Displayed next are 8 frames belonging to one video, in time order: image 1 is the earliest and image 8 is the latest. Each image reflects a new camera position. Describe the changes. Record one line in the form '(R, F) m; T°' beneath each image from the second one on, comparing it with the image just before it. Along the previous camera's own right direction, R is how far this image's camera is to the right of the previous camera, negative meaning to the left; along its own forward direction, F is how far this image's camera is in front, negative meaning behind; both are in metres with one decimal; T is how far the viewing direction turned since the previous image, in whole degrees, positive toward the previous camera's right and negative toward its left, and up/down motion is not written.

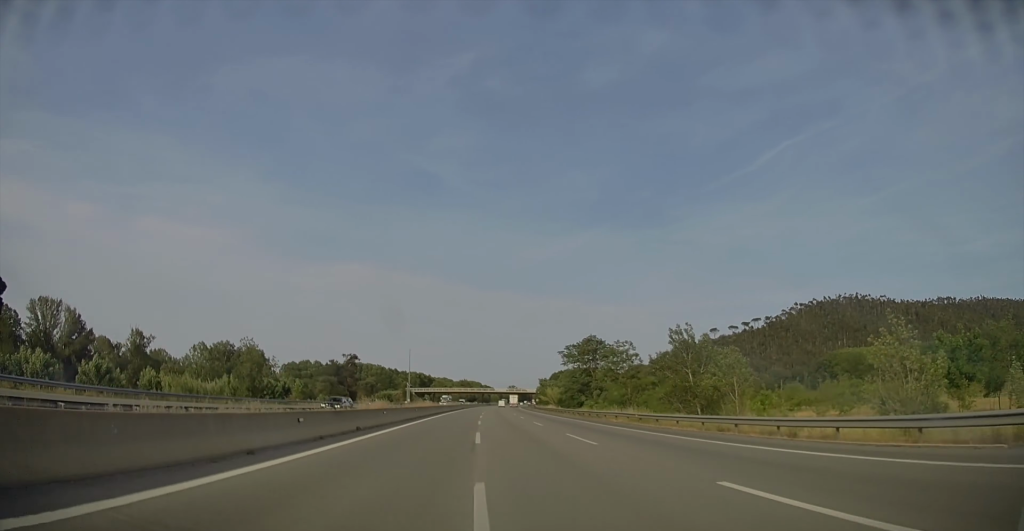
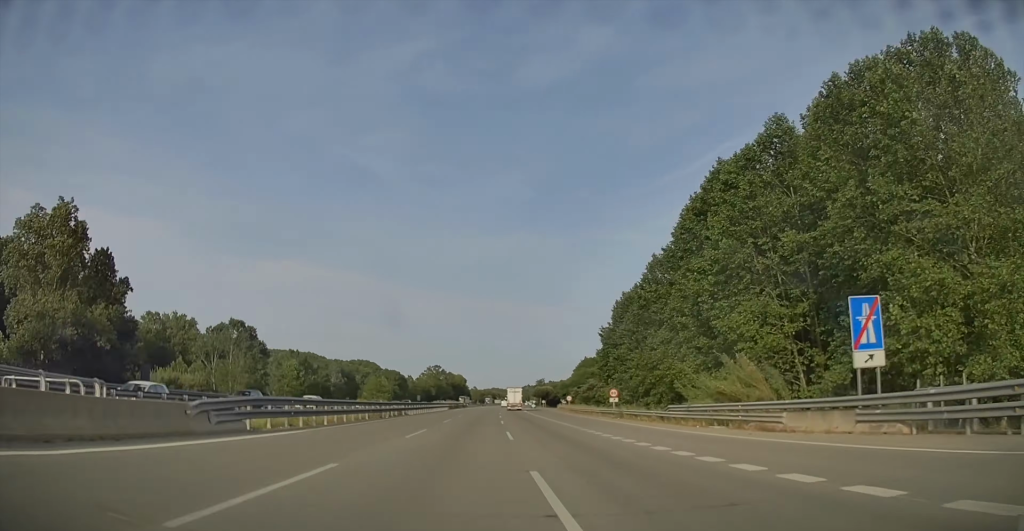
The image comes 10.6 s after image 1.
(+22.1, +362.4) m; +7°
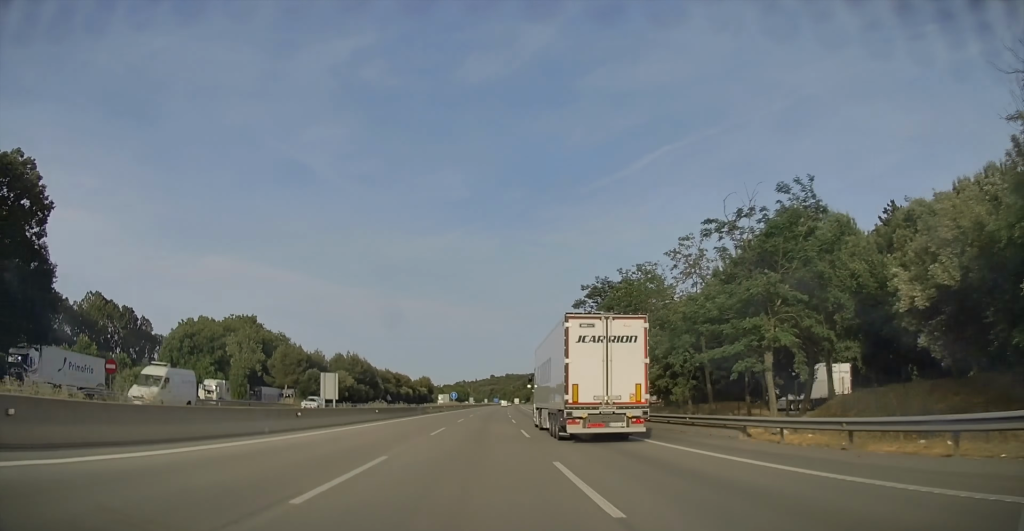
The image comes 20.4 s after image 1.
(+16.8, +336.3) m; +5°
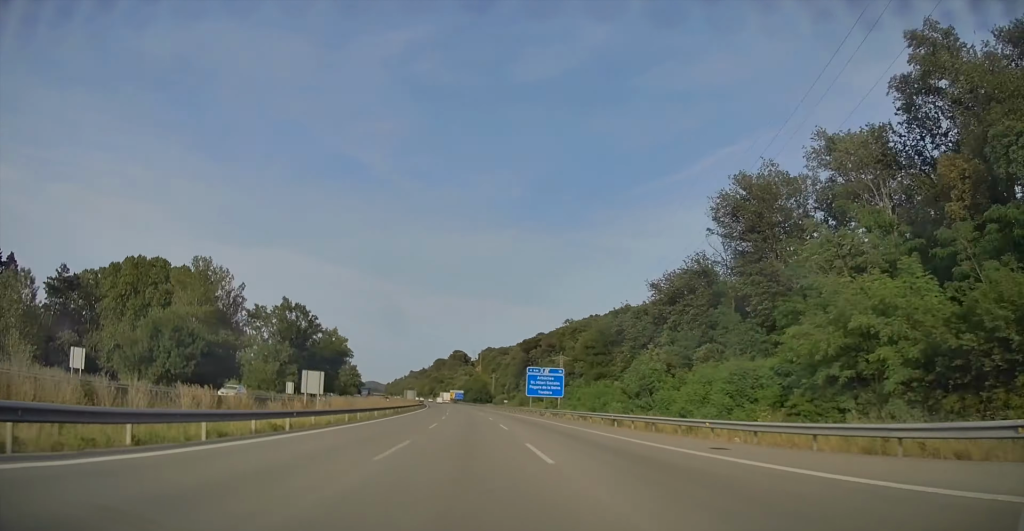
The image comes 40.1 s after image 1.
(-16.2, +677.4) m; -9°
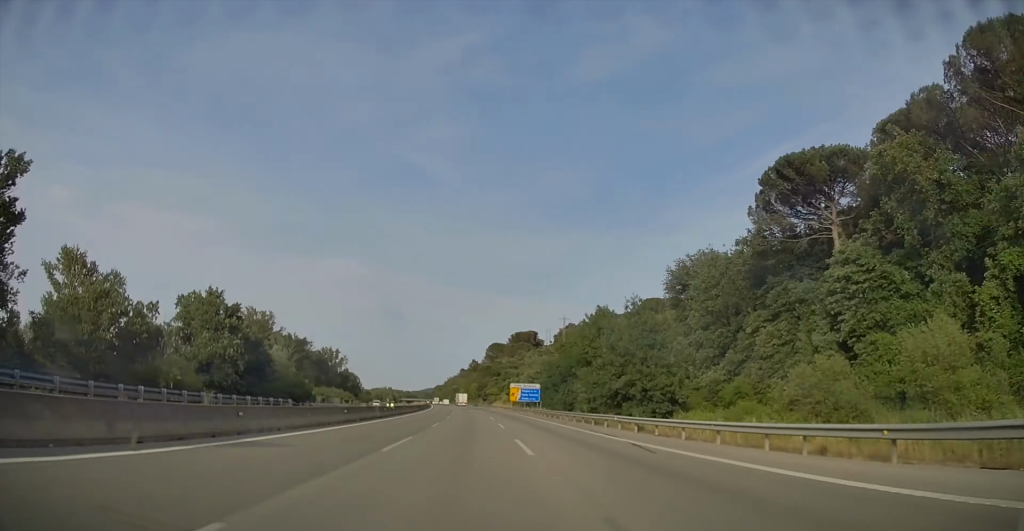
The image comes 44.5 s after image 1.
(-6.7, +150.0) m; -4°
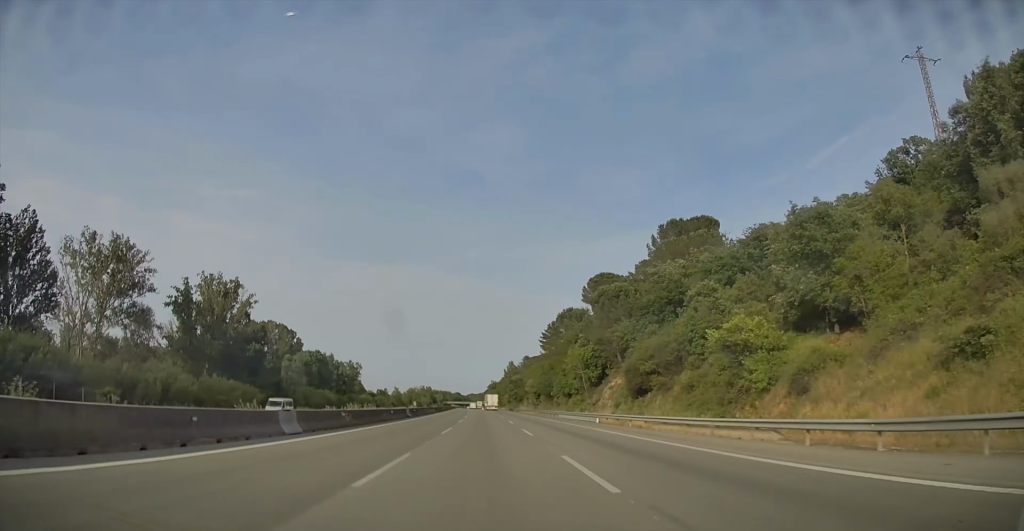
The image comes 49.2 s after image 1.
(-7.2, +163.4) m; -3°
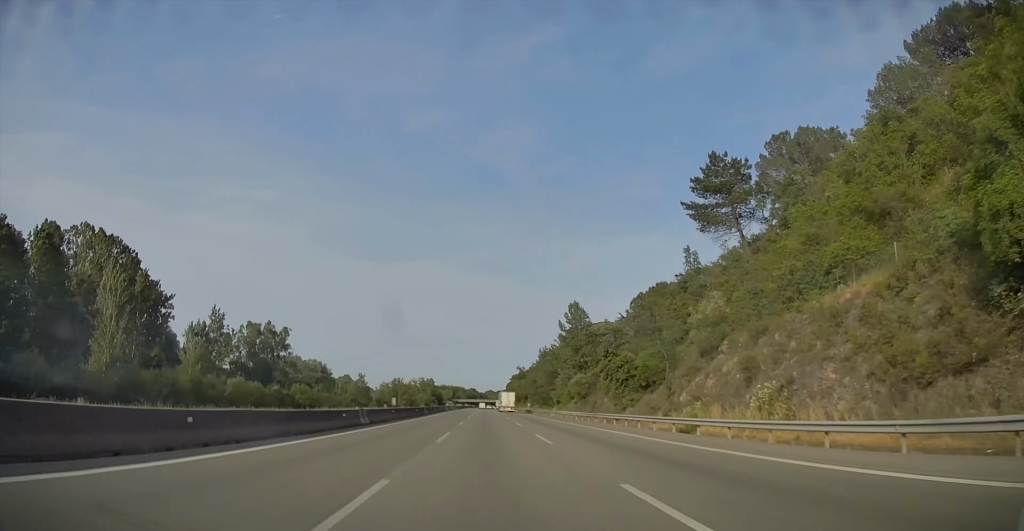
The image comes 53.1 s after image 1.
(-4.5, +131.2) m; -1°
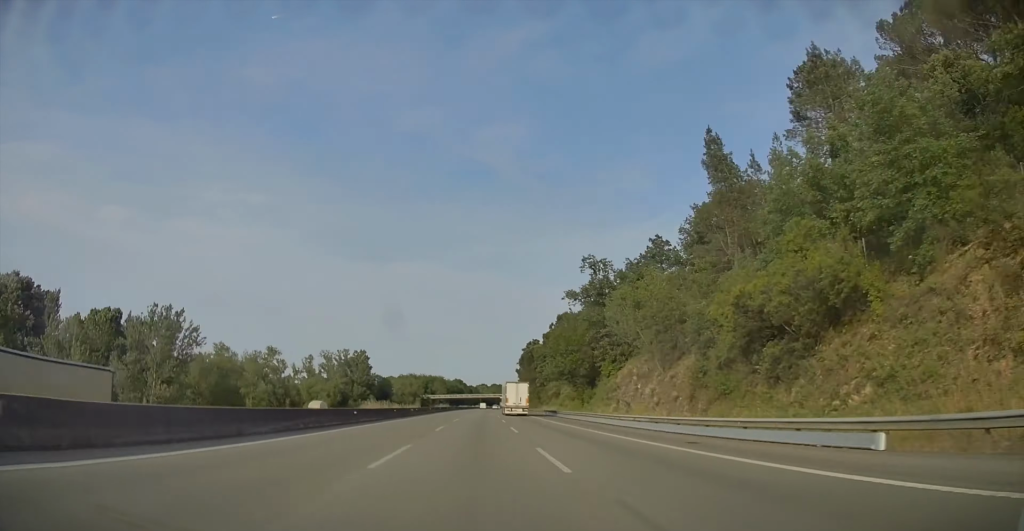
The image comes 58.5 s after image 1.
(-0.4, +187.2) m; +1°
